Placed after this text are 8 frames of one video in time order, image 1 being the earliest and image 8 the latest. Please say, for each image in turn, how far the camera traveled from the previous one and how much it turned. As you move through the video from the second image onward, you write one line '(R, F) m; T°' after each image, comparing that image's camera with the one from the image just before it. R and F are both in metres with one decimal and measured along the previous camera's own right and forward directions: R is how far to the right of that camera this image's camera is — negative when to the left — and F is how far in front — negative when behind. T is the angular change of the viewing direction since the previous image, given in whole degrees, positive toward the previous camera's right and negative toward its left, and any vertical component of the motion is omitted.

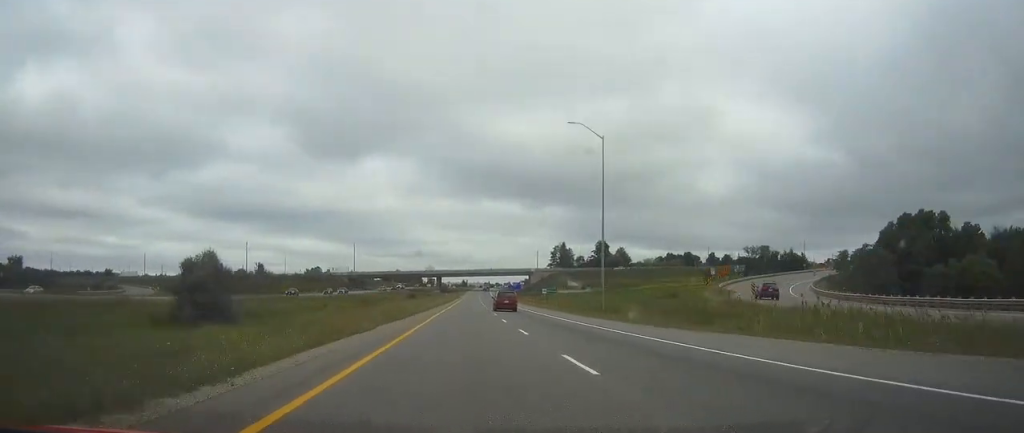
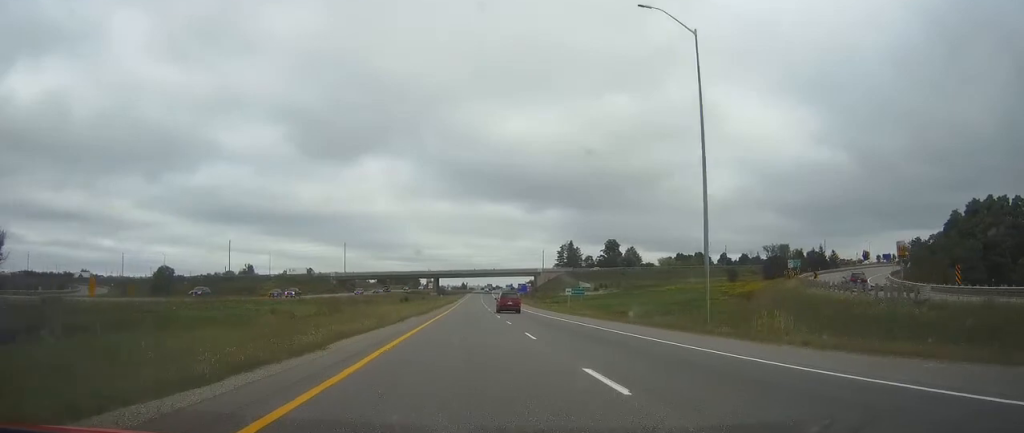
(+0.1, +25.8) m; 0°
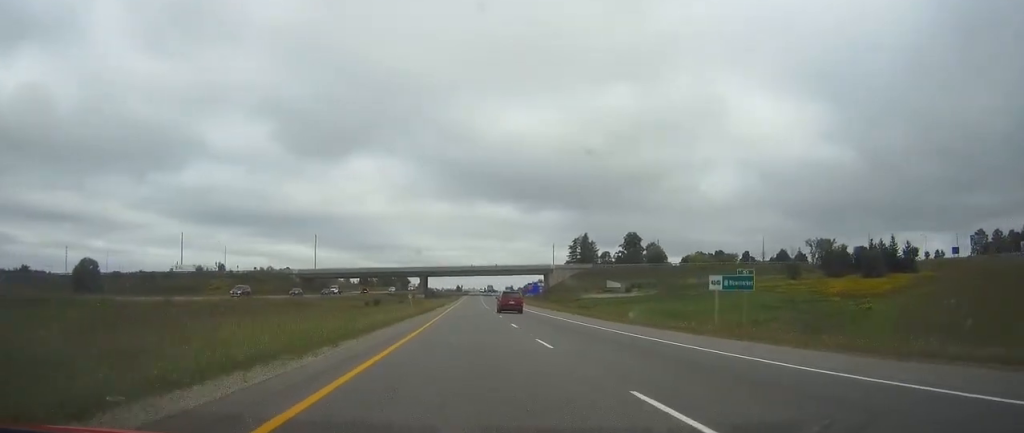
(+0.2, +51.8) m; 0°
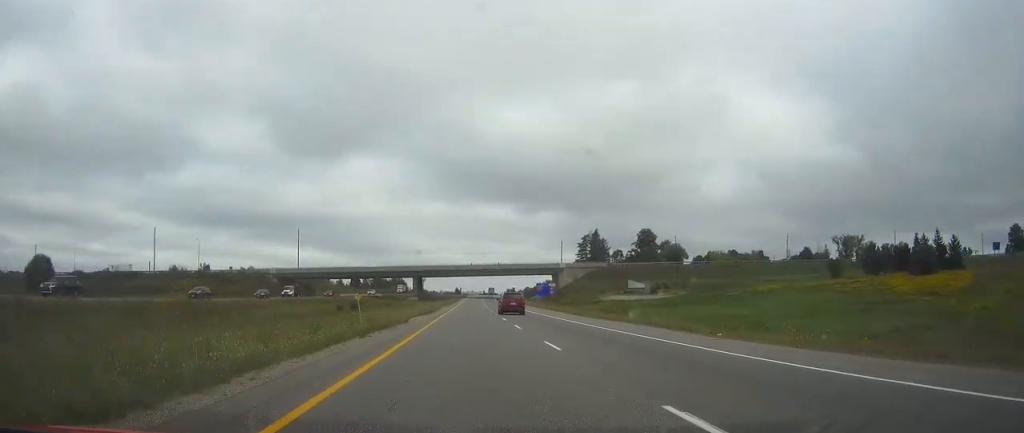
(+0.1, +24.9) m; 0°
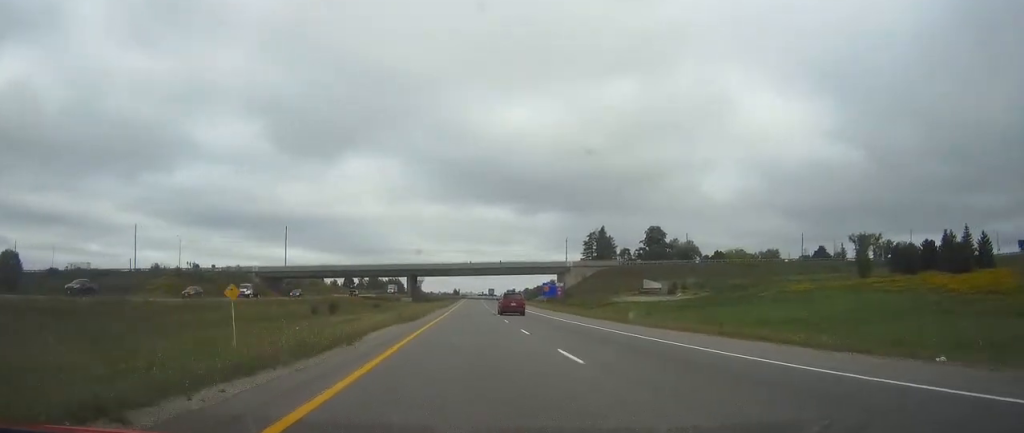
(0.0, +14.8) m; 0°
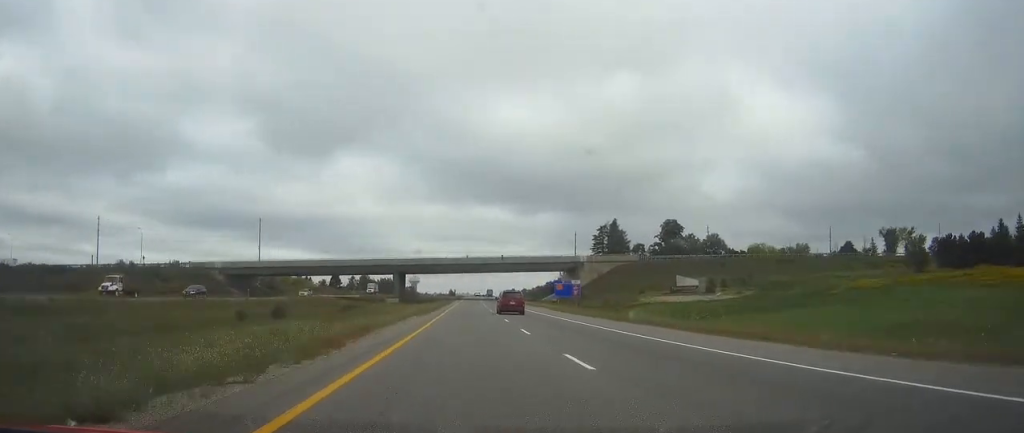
(0.0, +25.0) m; 0°
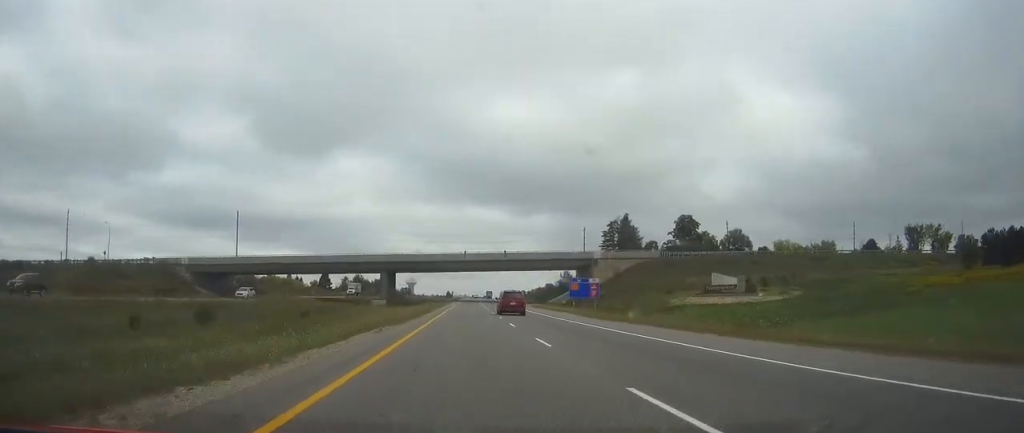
(+0.1, +18.3) m; 0°
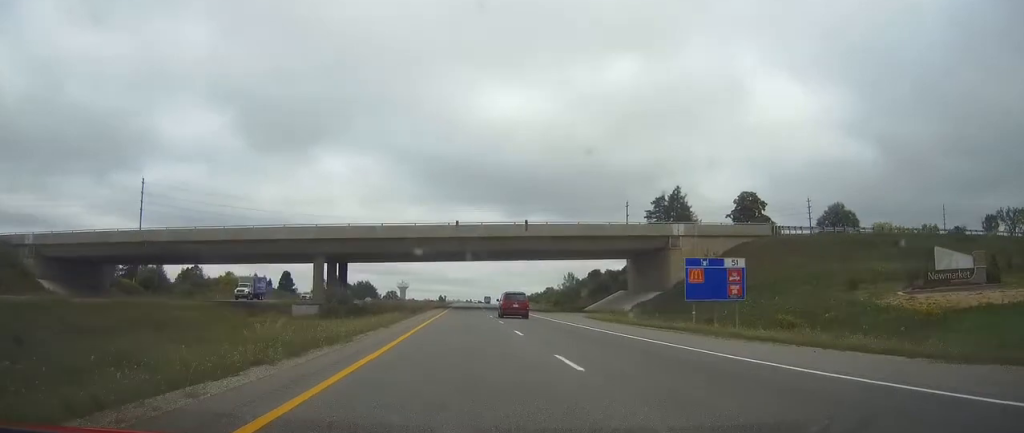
(+0.2, +53.5) m; 0°
